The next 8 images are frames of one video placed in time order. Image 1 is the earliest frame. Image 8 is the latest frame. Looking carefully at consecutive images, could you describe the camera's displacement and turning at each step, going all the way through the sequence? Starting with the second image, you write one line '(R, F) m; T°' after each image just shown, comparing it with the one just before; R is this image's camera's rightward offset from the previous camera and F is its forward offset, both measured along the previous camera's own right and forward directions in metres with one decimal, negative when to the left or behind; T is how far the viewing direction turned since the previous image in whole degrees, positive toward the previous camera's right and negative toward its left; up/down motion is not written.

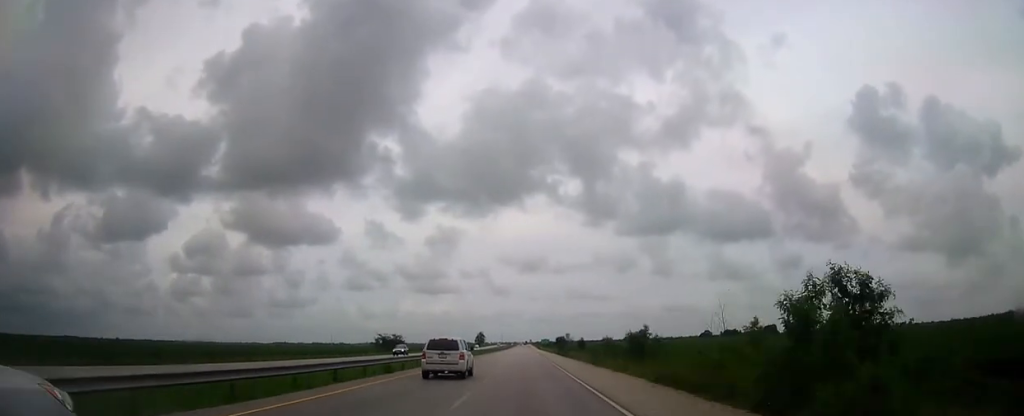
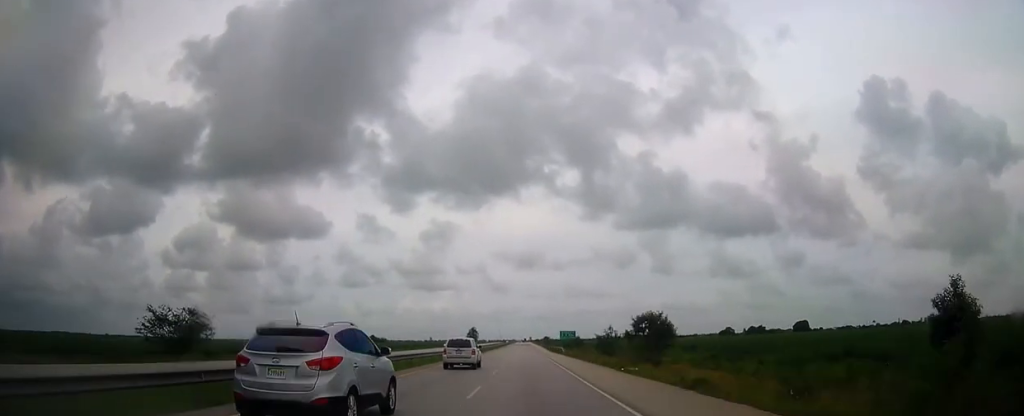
(0.0, +105.2) m; 0°
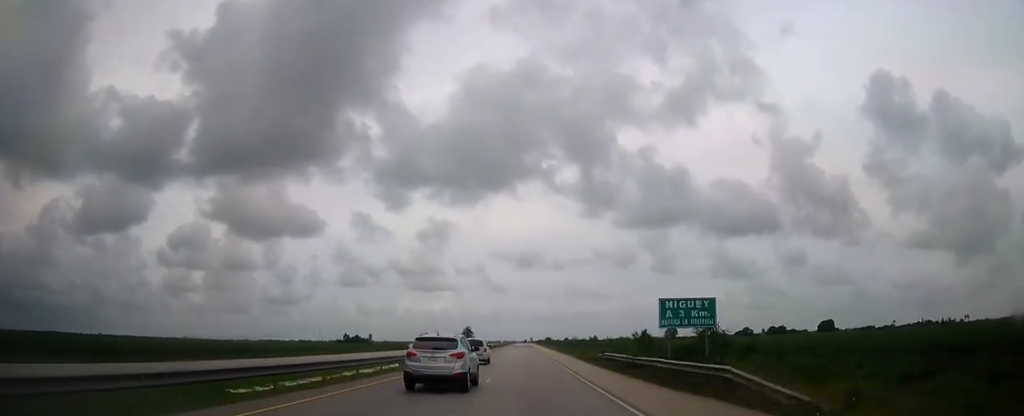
(-0.1, +68.9) m; 0°
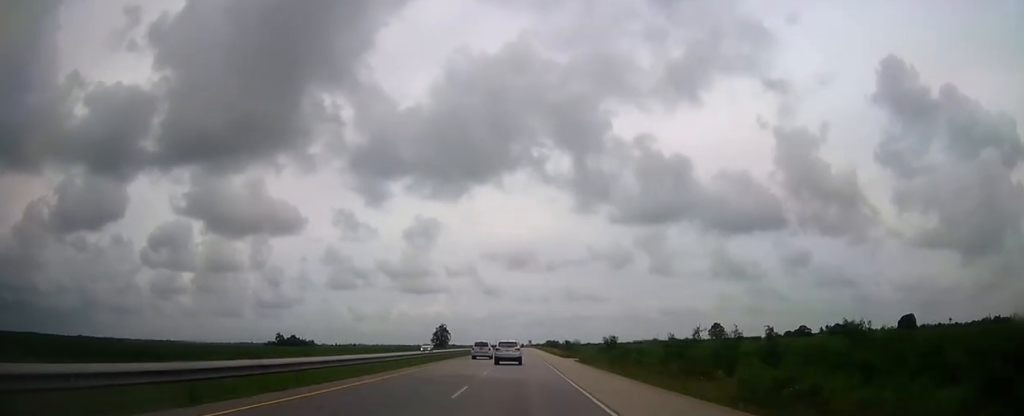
(+0.3, +171.8) m; 0°
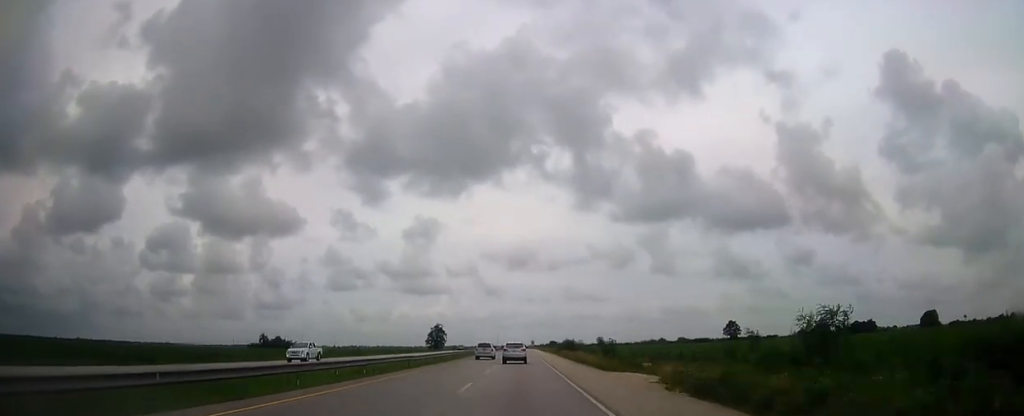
(0.0, +32.5) m; 0°
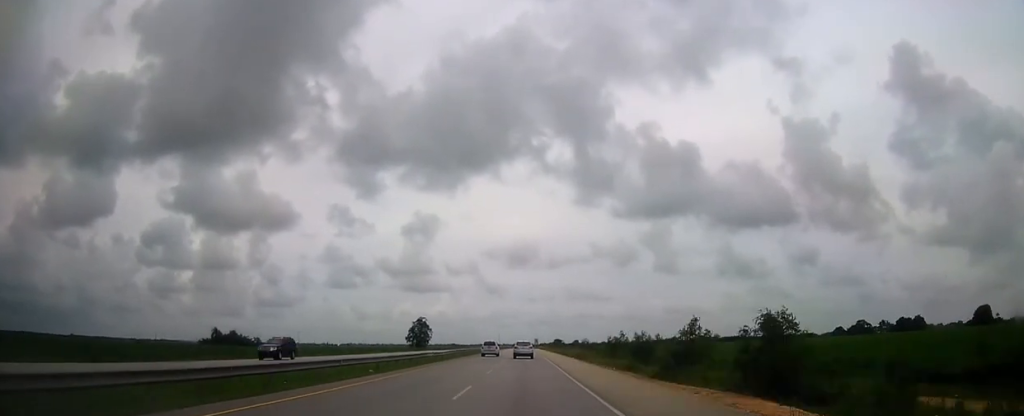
(-0.1, +74.5) m; 0°
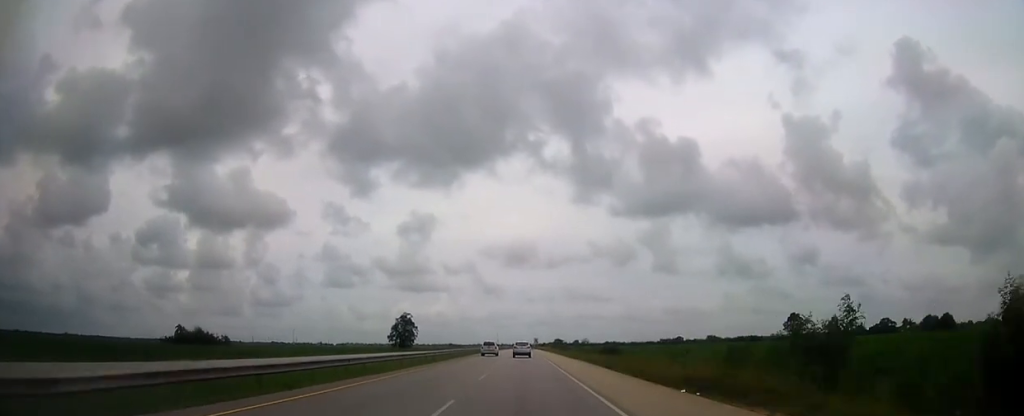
(-0.1, +41.9) m; 0°
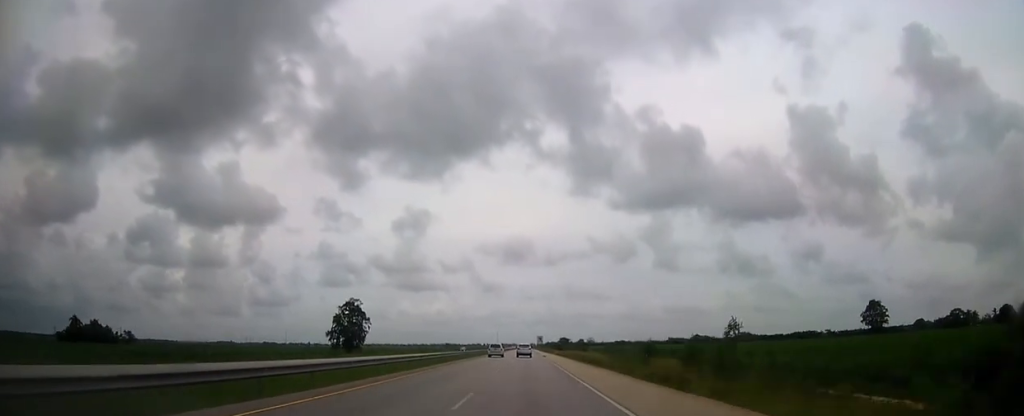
(0.0, +92.8) m; 0°
